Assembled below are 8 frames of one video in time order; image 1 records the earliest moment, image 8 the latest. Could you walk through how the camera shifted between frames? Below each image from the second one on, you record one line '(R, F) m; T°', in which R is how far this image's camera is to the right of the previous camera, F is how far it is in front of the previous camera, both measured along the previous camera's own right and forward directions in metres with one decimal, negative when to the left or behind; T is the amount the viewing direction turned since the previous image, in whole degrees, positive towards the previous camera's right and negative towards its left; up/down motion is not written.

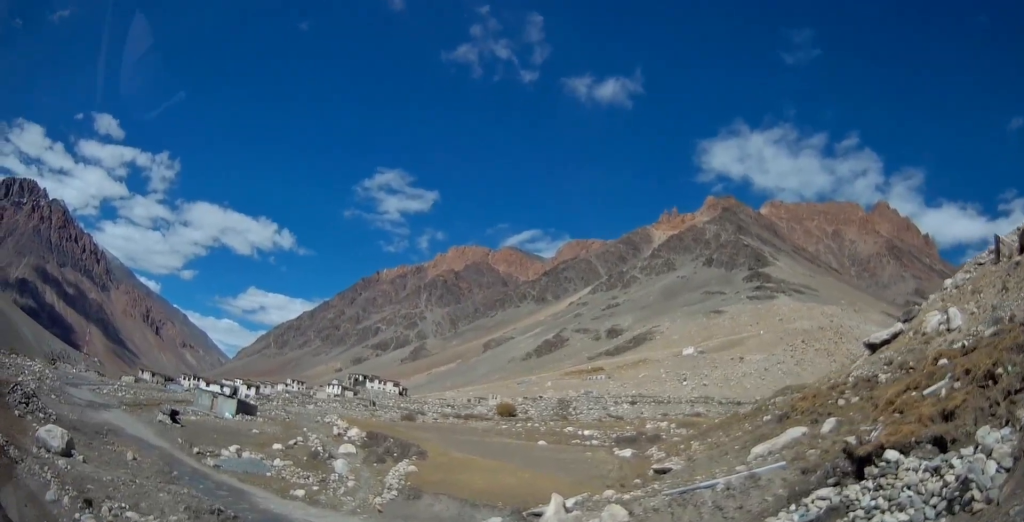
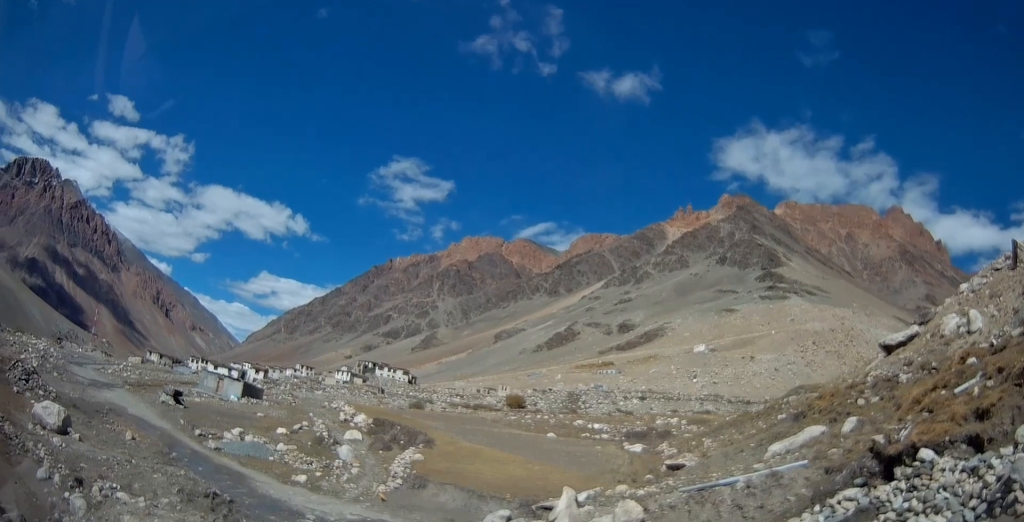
(0.0, +0.8) m; -2°
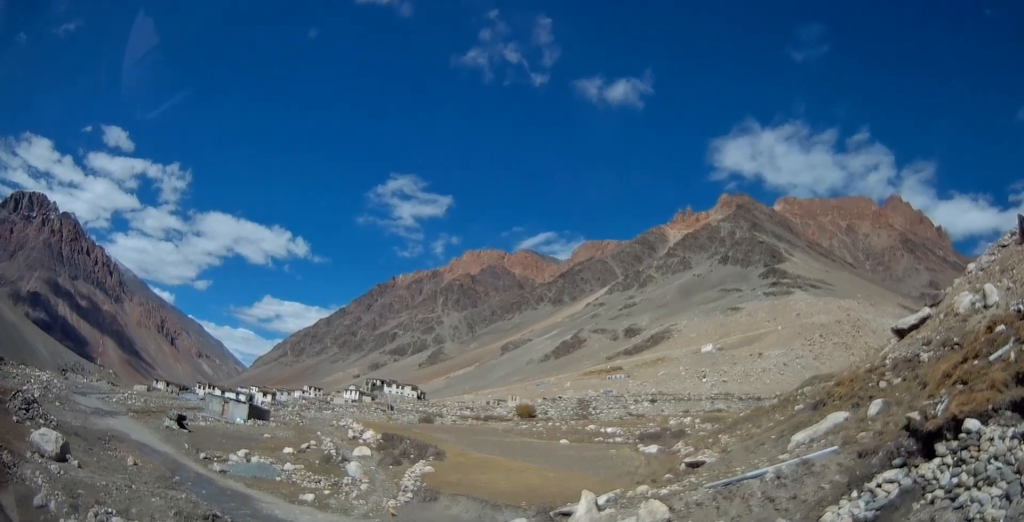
(0.0, +0.9) m; -1°
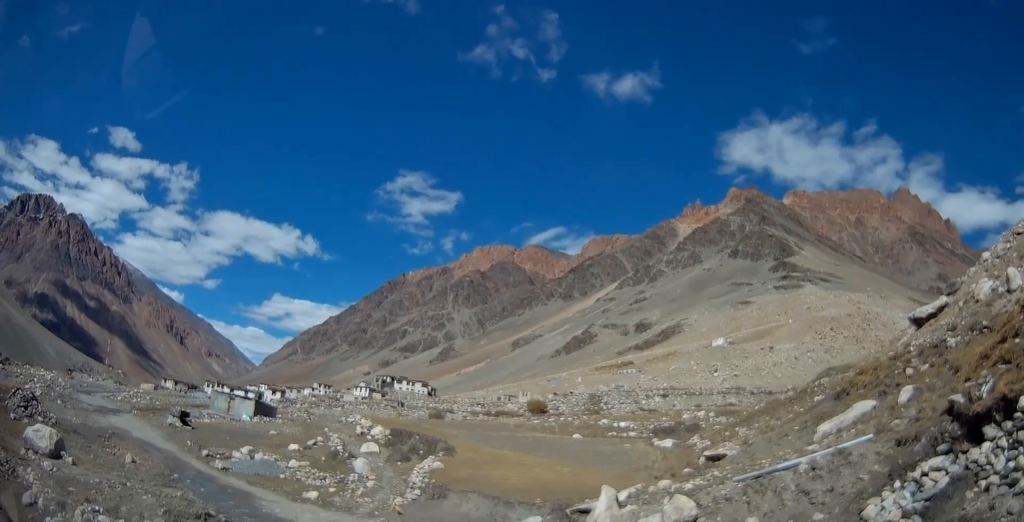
(0.0, +1.0) m; -2°
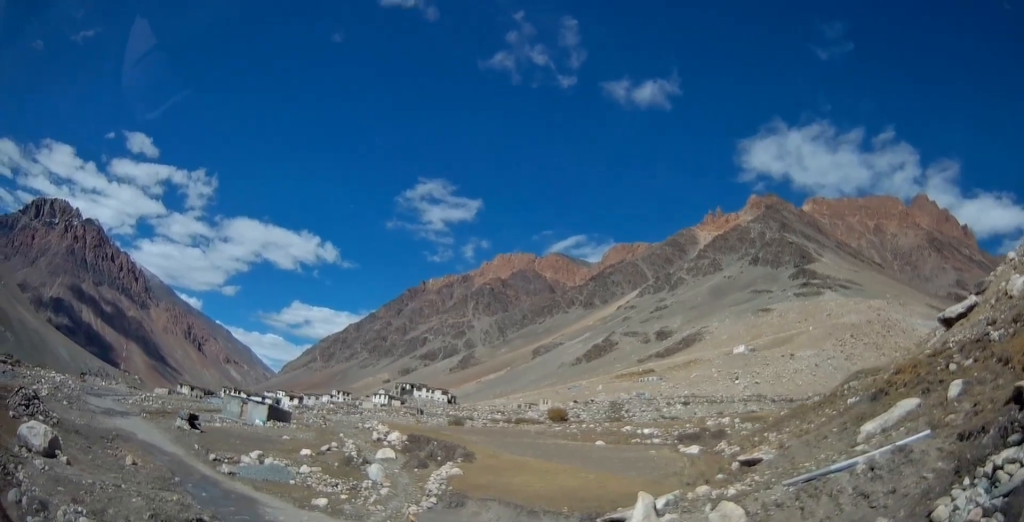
(0.0, +1.6) m; -3°
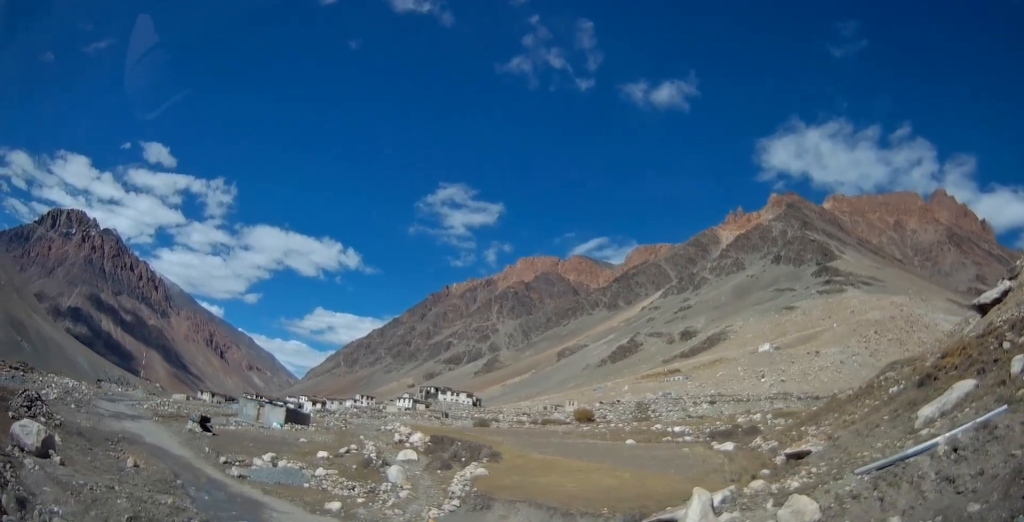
(-0.1, +2.1) m; -9°
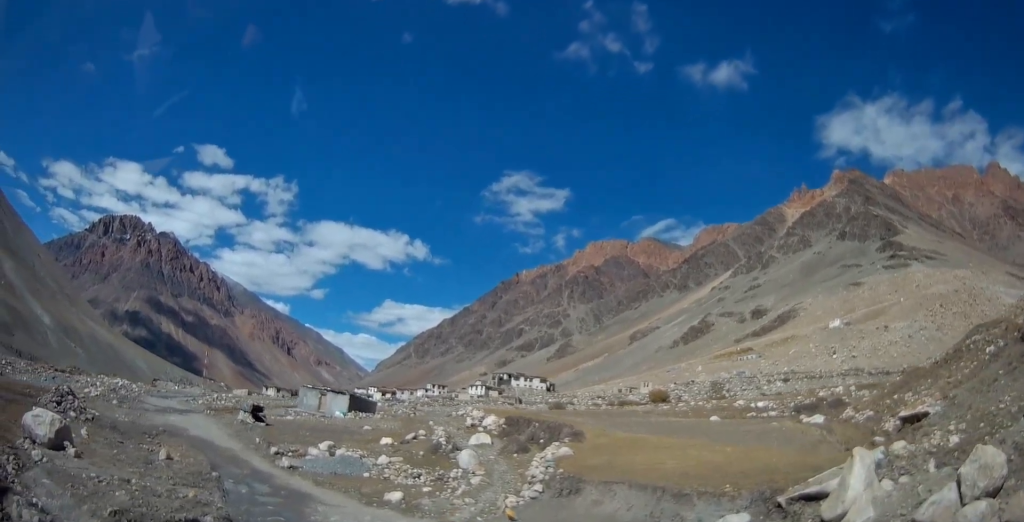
(-0.6, +2.7) m; -21°
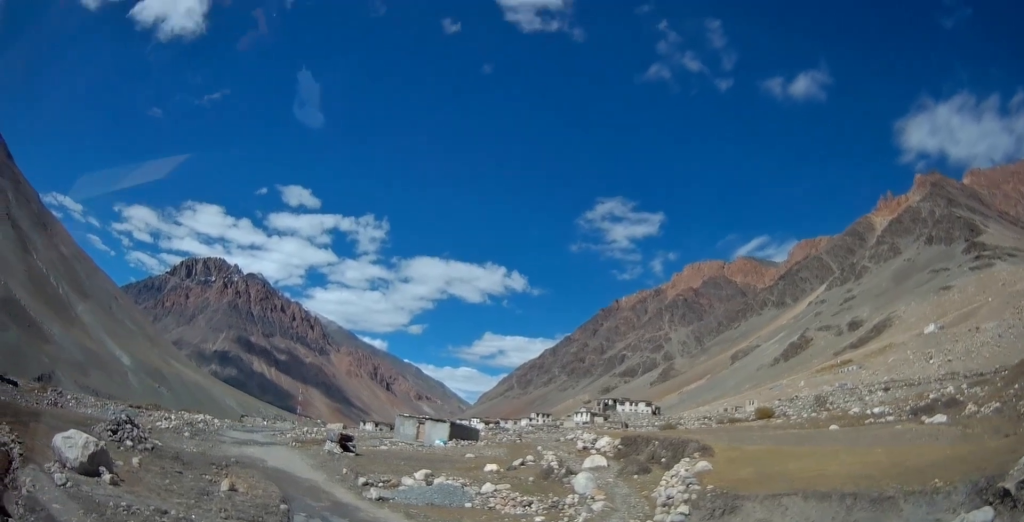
(-0.4, +3.2) m; -8°
